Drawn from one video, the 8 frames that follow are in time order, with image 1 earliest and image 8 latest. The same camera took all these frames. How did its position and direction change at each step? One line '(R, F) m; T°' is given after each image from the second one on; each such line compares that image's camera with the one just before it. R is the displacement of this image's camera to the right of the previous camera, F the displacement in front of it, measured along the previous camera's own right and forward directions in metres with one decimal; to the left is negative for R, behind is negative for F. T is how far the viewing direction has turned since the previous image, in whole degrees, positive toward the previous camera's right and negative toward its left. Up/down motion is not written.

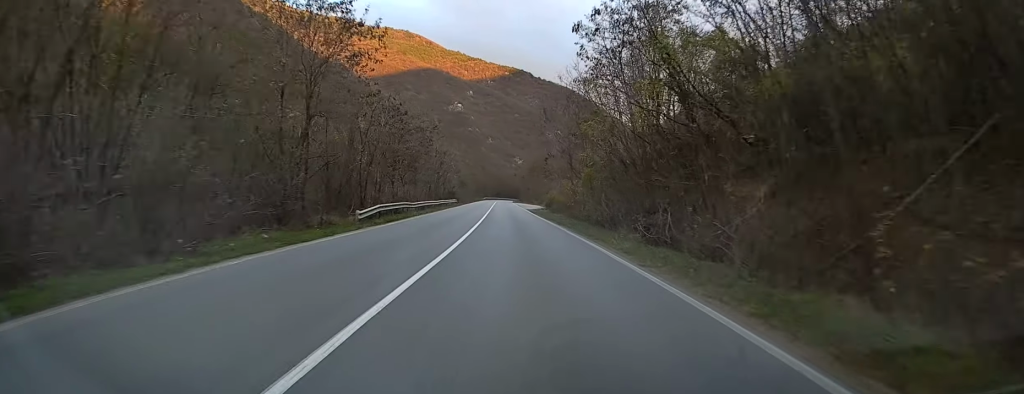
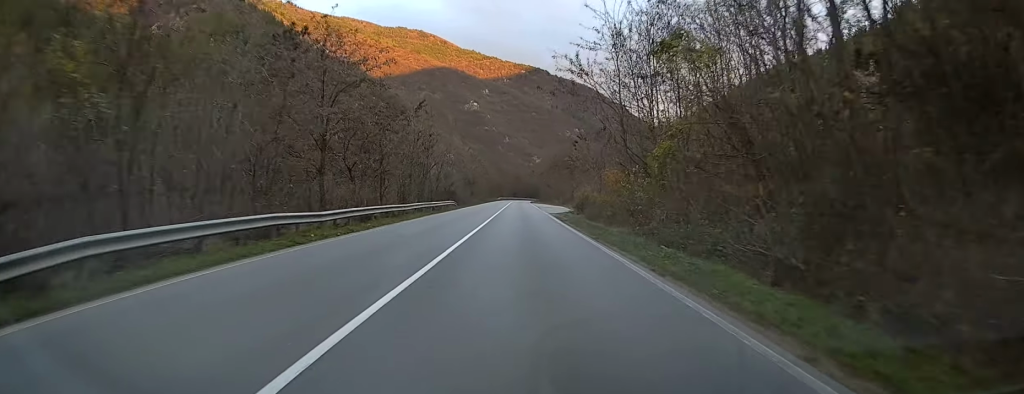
(-0.3, +22.5) m; -2°
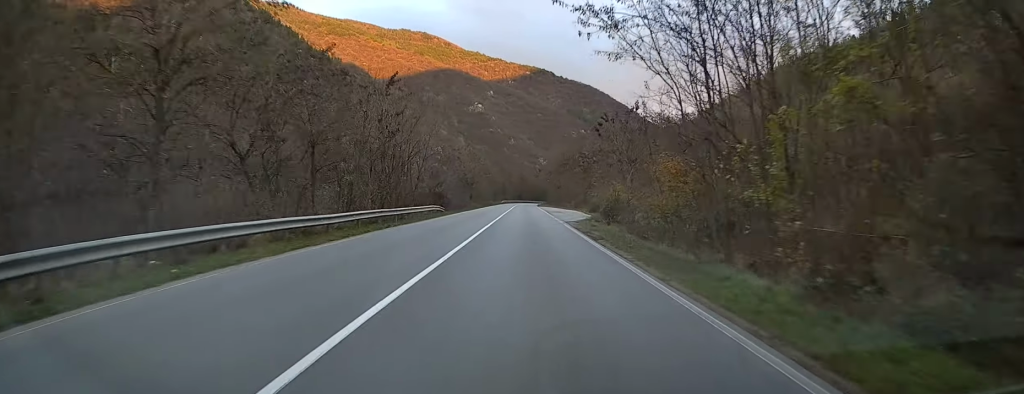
(-0.1, +15.0) m; -1°
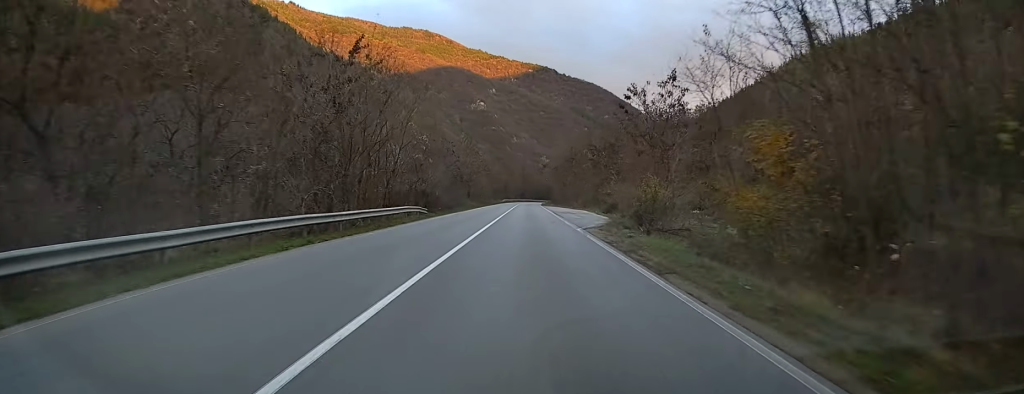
(-0.2, +10.6) m; 0°
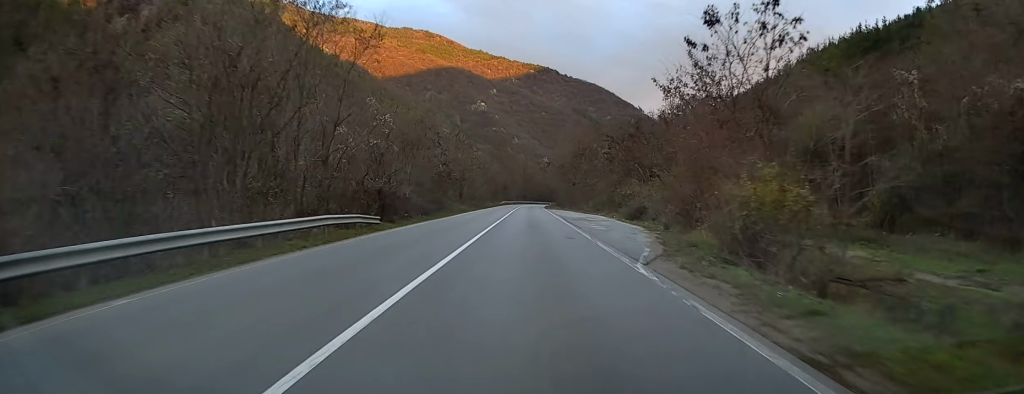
(0.0, +14.3) m; 0°
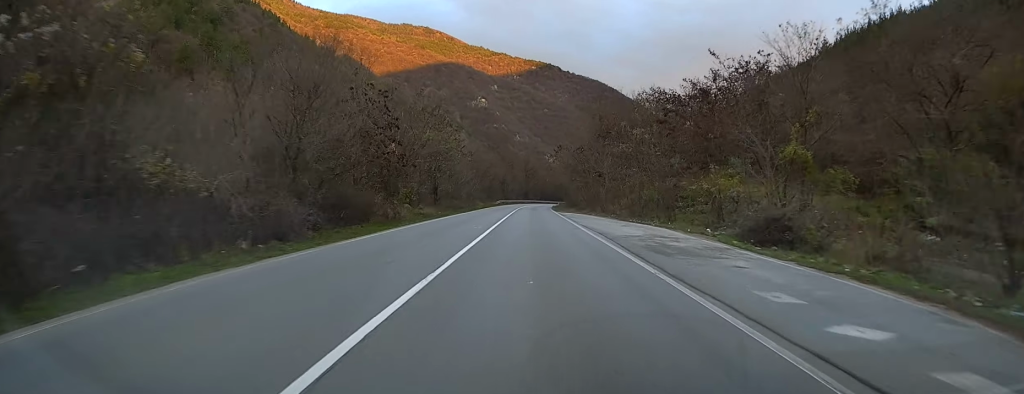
(+0.1, +26.5) m; 0°
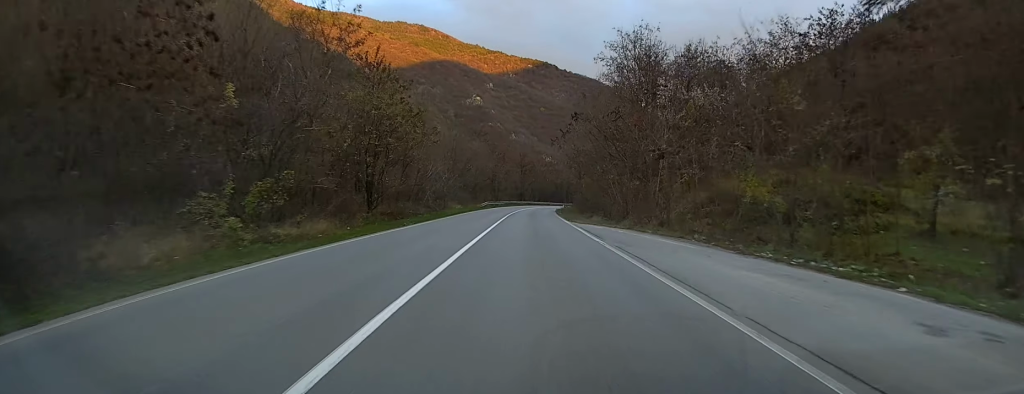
(0.0, +25.6) m; 0°
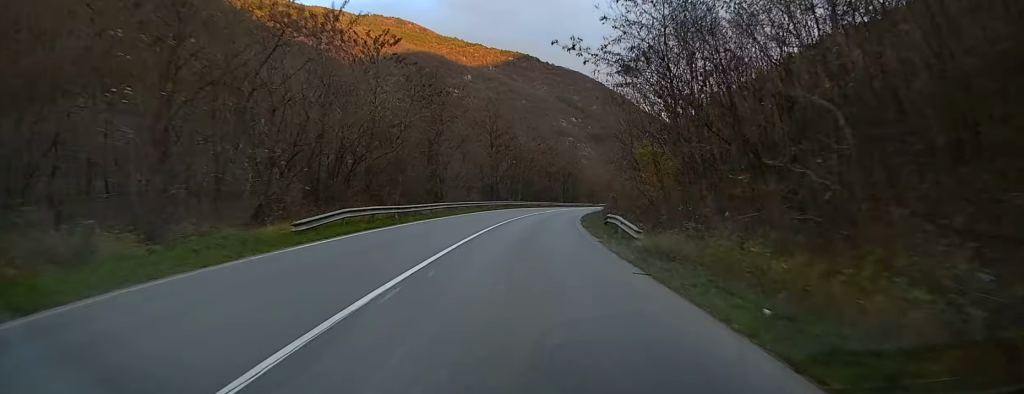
(+1.1, +59.7) m; +3°
